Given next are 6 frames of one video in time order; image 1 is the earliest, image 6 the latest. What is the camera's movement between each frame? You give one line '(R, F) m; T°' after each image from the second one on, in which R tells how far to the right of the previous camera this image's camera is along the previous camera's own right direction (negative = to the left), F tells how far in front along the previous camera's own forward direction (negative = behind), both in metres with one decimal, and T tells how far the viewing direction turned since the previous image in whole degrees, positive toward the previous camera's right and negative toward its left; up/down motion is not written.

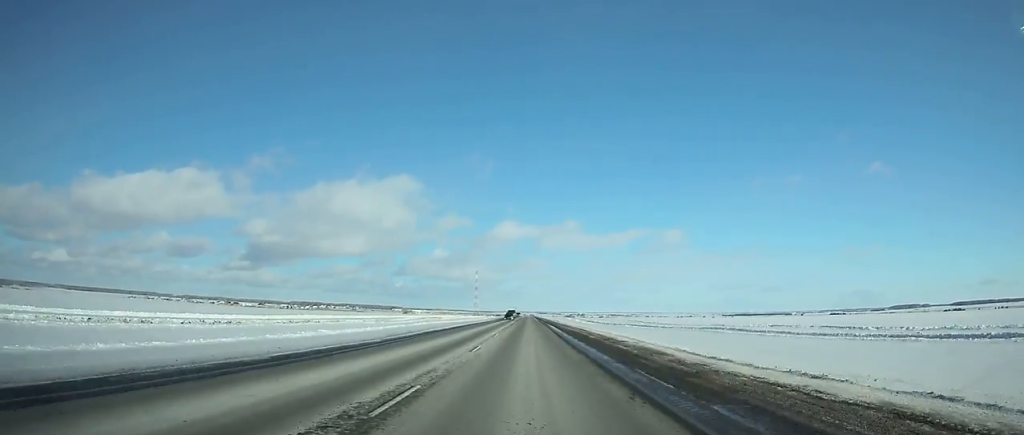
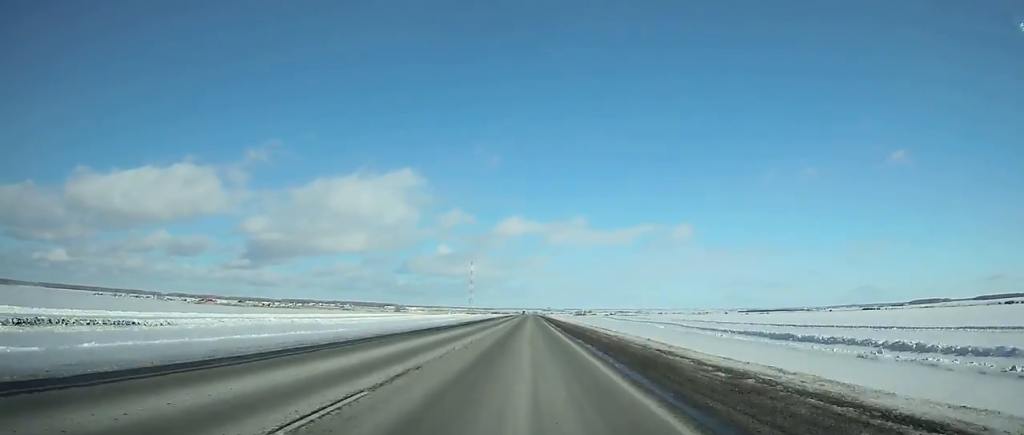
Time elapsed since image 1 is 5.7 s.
(-0.2, +185.0) m; 0°
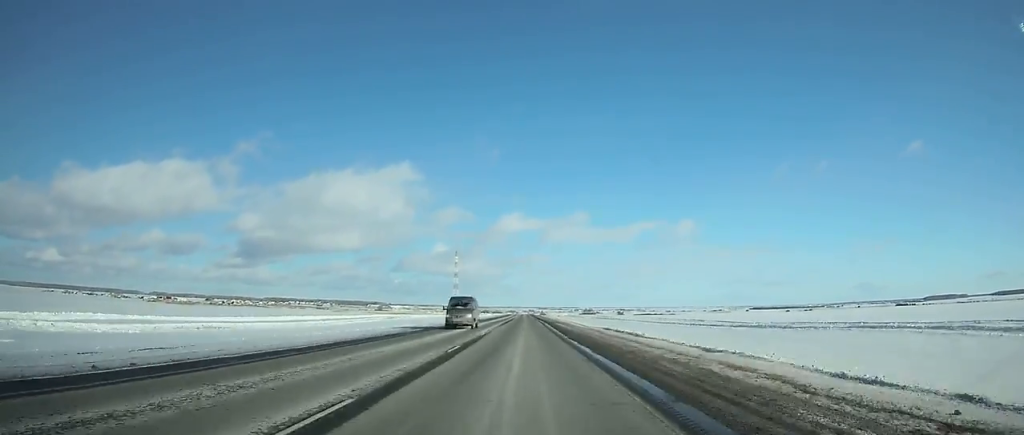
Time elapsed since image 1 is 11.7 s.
(+0.3, +196.0) m; 0°
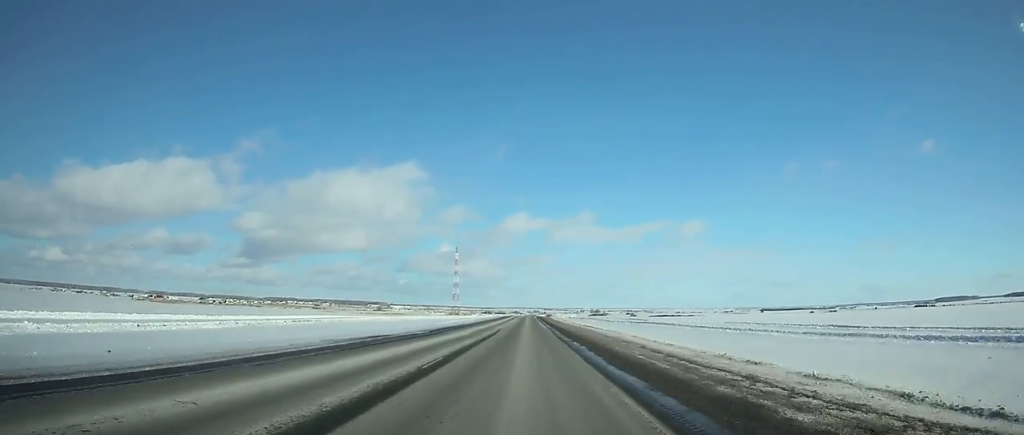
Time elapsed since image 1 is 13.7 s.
(0.0, +65.4) m; 0°
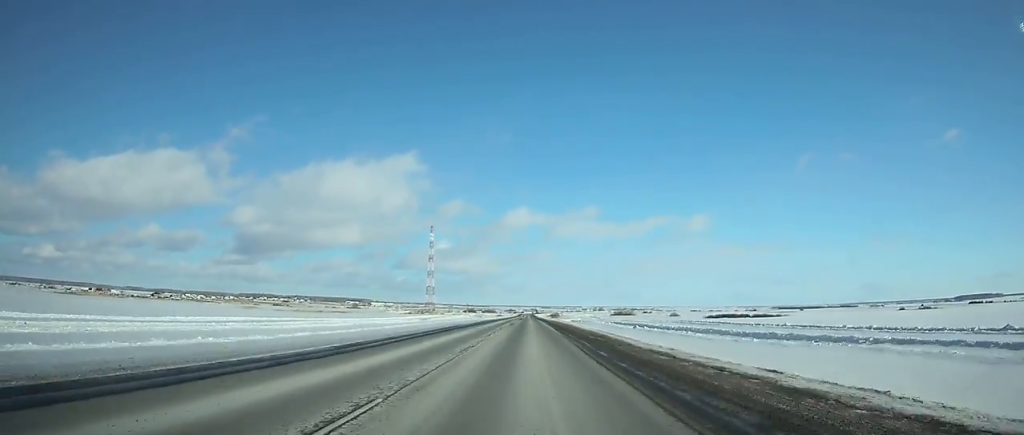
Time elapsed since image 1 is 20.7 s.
(-0.5, +228.3) m; 0°
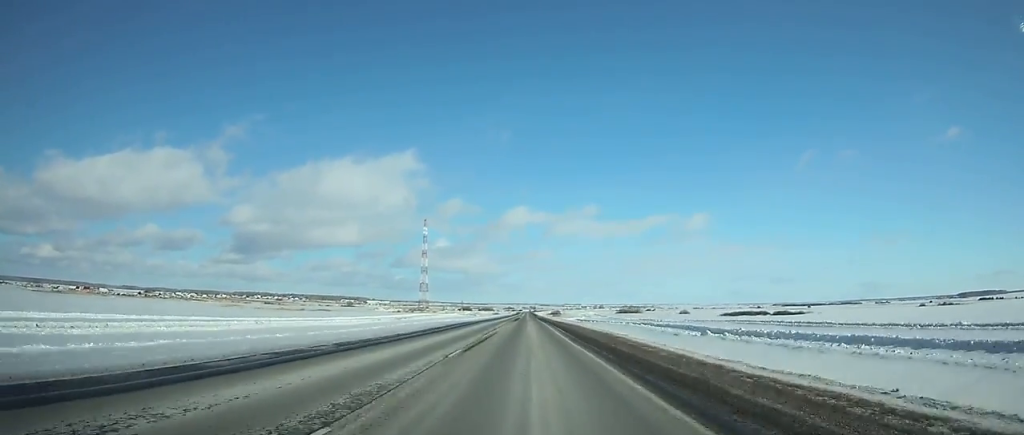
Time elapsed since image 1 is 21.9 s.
(+0.1, +39.2) m; 0°
